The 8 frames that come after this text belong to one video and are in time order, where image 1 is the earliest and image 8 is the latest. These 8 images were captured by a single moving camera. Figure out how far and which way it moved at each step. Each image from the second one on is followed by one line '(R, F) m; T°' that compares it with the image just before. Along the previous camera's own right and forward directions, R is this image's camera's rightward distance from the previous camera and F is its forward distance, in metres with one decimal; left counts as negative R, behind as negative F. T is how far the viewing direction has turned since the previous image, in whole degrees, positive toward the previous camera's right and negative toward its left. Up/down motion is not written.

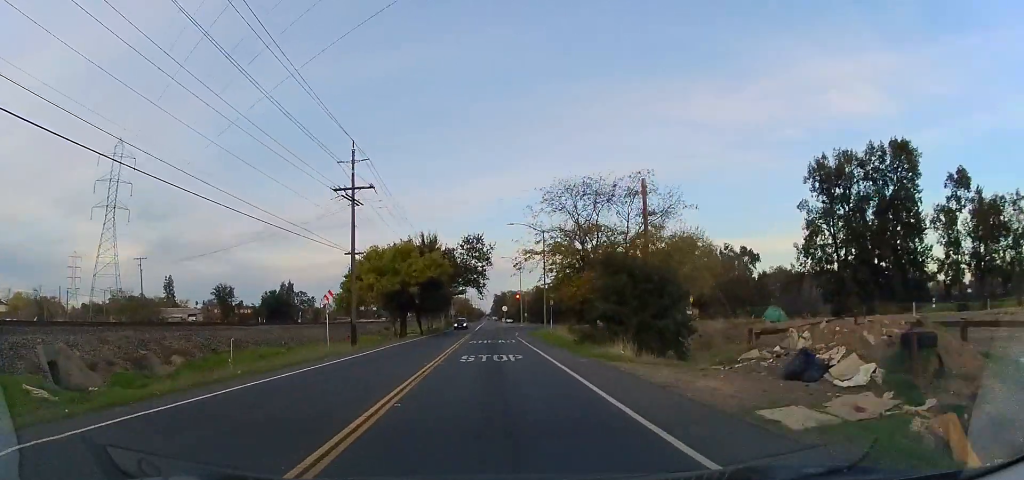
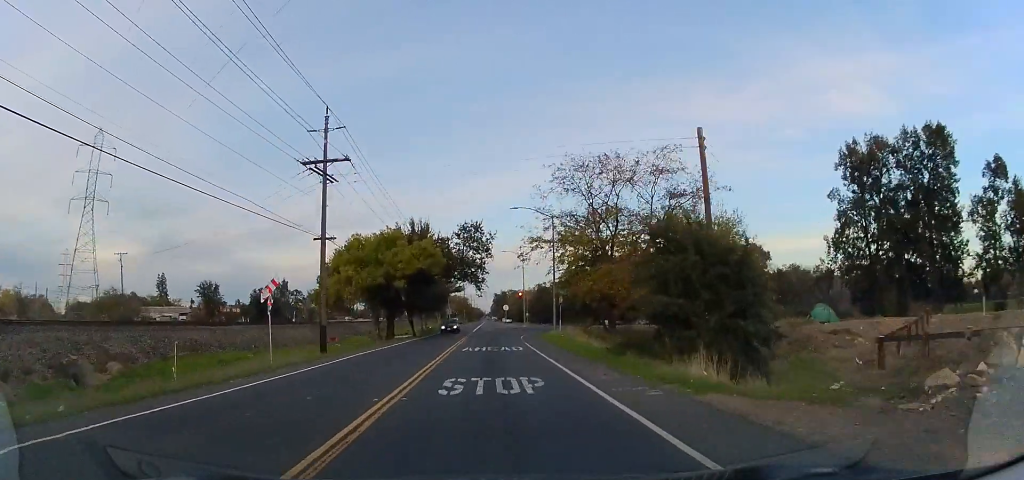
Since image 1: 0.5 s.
(-0.6, +7.2) m; 0°
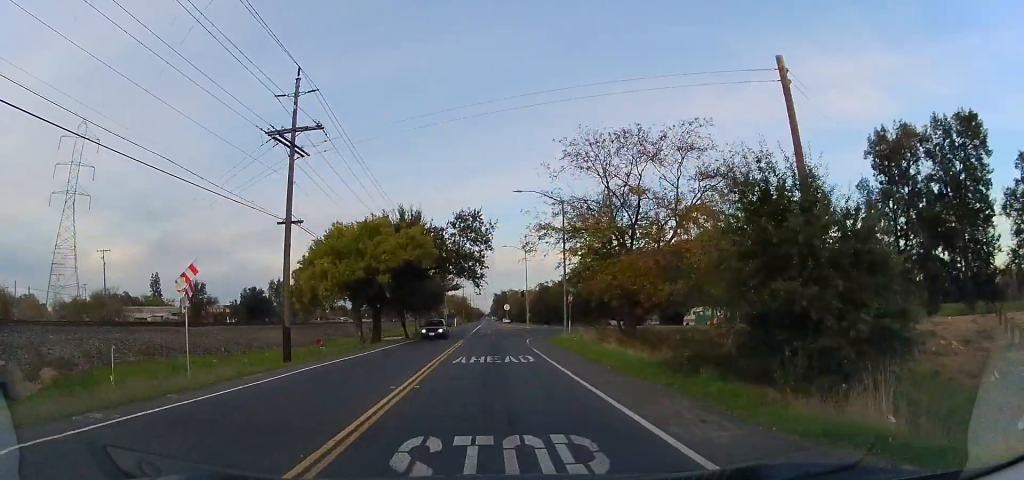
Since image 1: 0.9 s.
(-0.2, +6.0) m; +1°
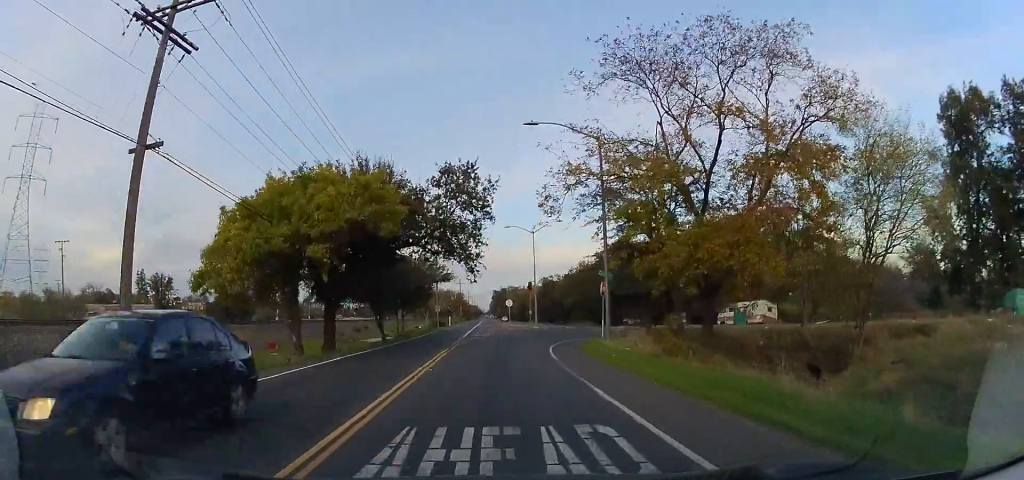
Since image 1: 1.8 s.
(+0.9, +12.8) m; +5°
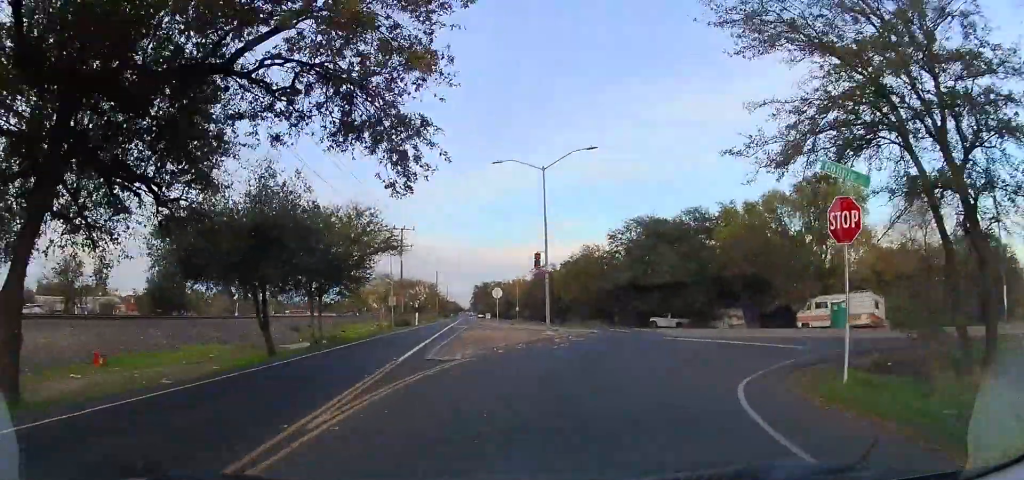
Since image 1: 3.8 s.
(+0.3, +22.1) m; +1°
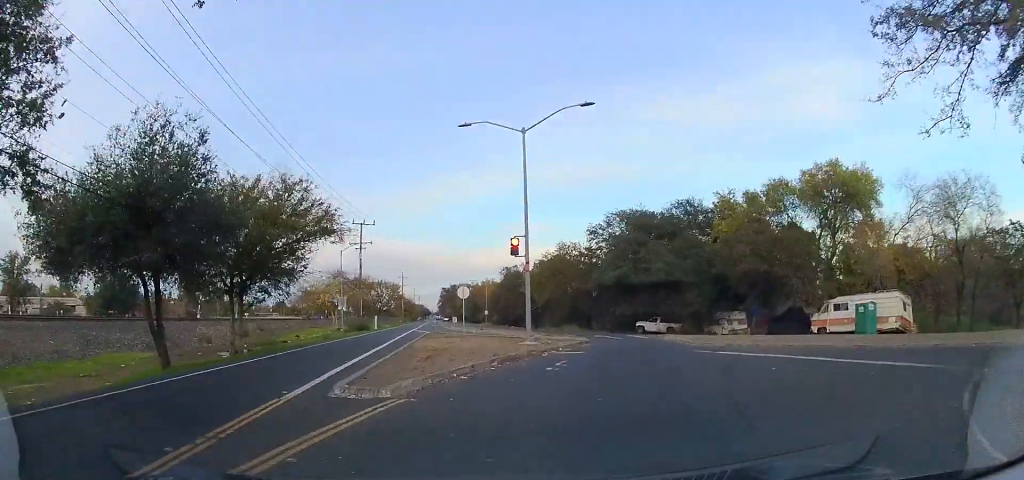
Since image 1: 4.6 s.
(0.0, +7.1) m; +1°
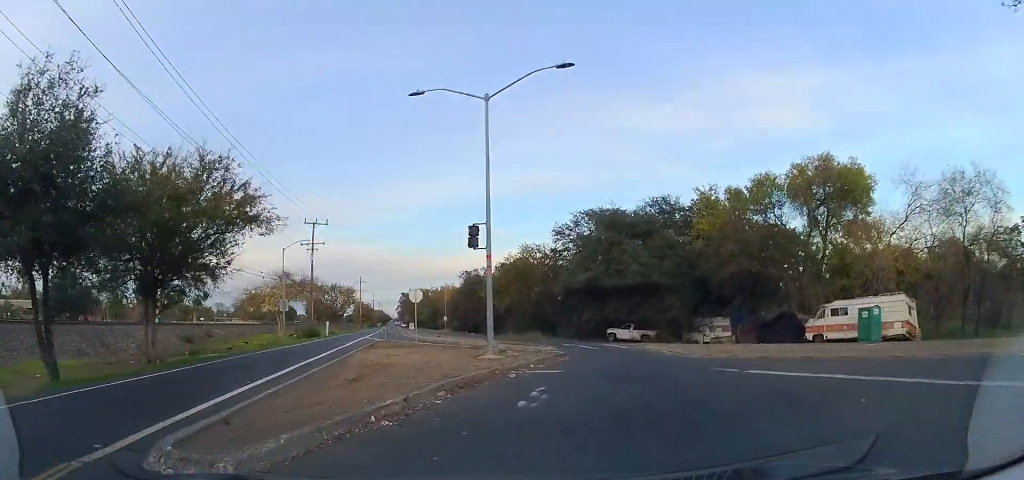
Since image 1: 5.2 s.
(+0.1, +4.5) m; +6°
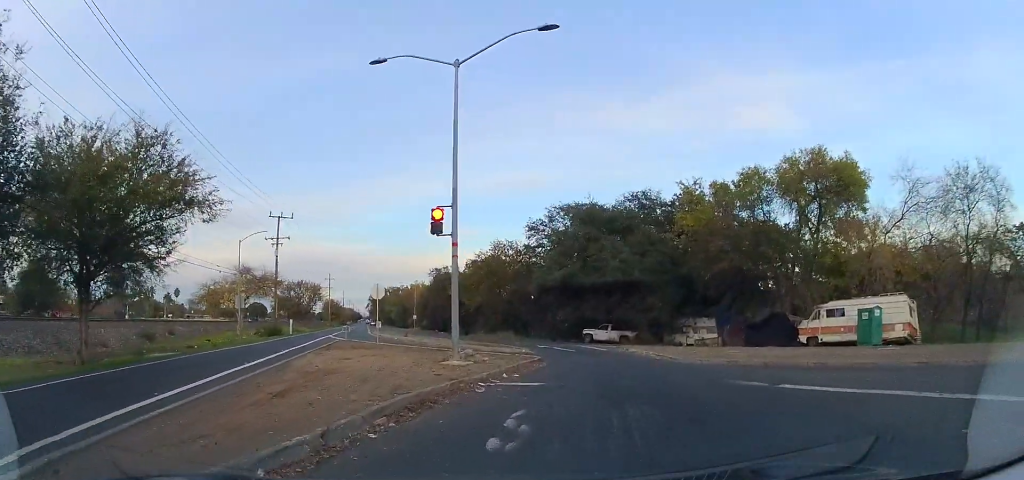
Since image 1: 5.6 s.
(-0.2, +3.1) m; +5°
